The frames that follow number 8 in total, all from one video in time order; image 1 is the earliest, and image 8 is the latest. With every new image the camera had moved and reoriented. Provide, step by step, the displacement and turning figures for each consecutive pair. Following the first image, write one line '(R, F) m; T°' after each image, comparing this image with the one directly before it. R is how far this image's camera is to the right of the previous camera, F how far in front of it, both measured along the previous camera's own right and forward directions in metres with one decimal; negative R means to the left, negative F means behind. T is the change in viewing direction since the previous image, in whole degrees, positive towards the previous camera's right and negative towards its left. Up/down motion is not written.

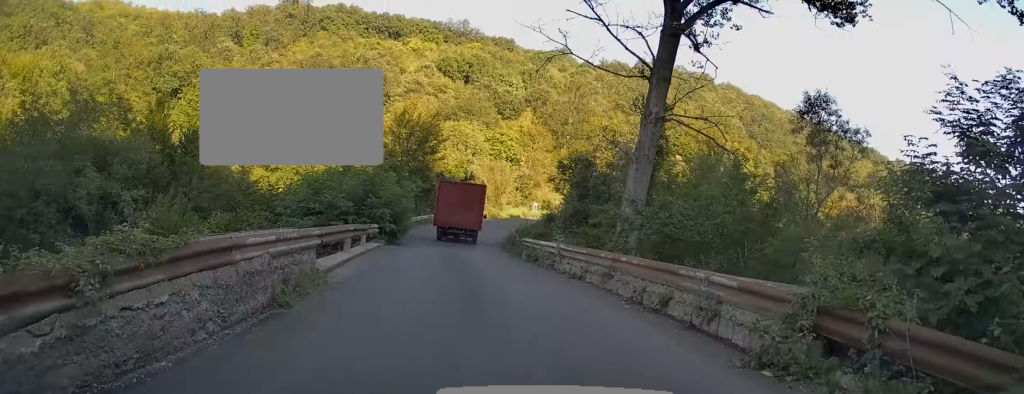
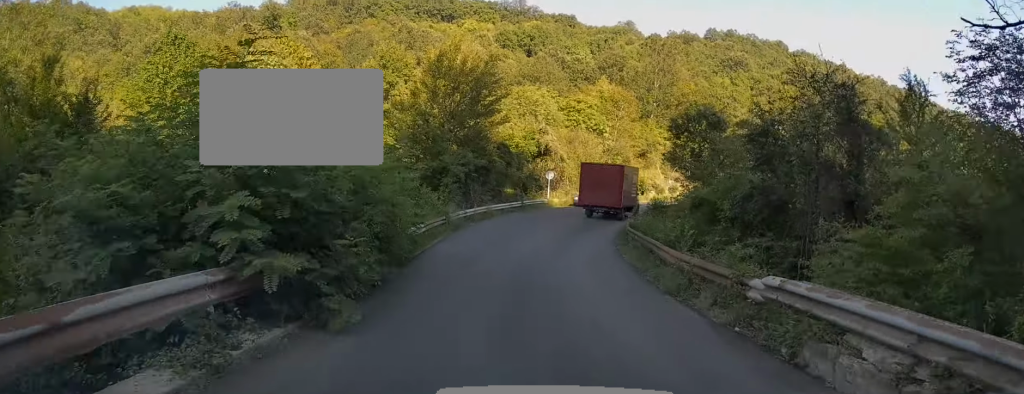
(-2.9, +14.7) m; -14°
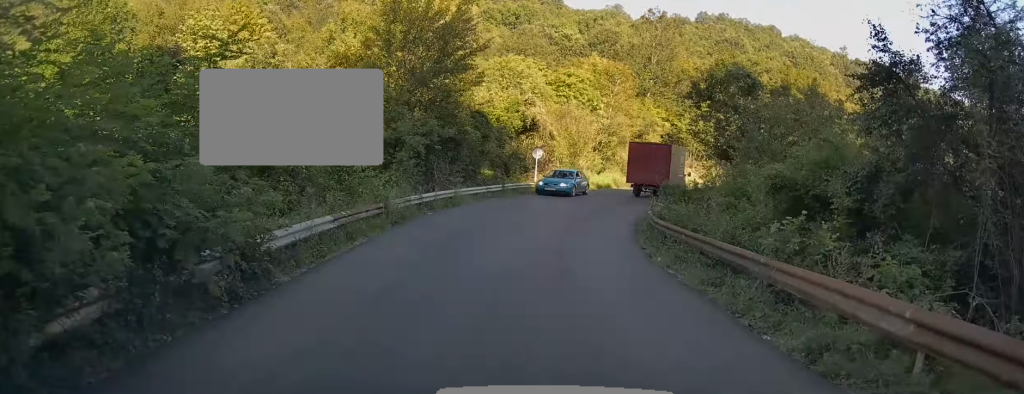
(0.0, +7.6) m; +3°
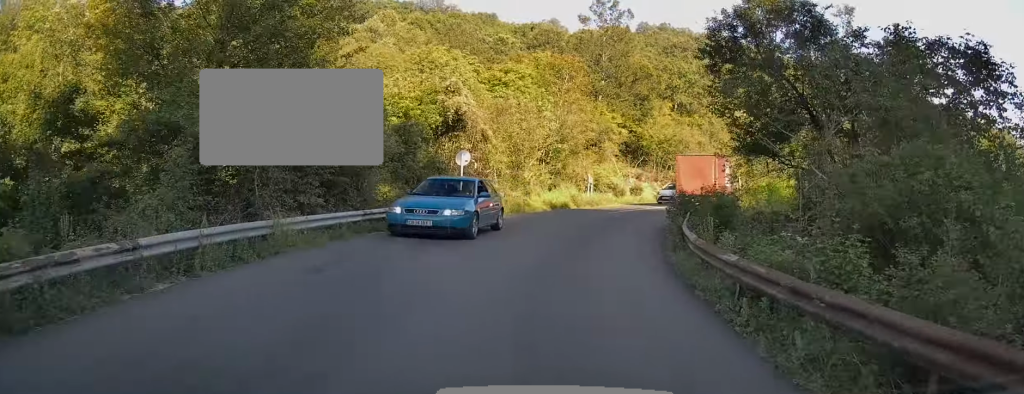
(+0.5, +11.8) m; +7°
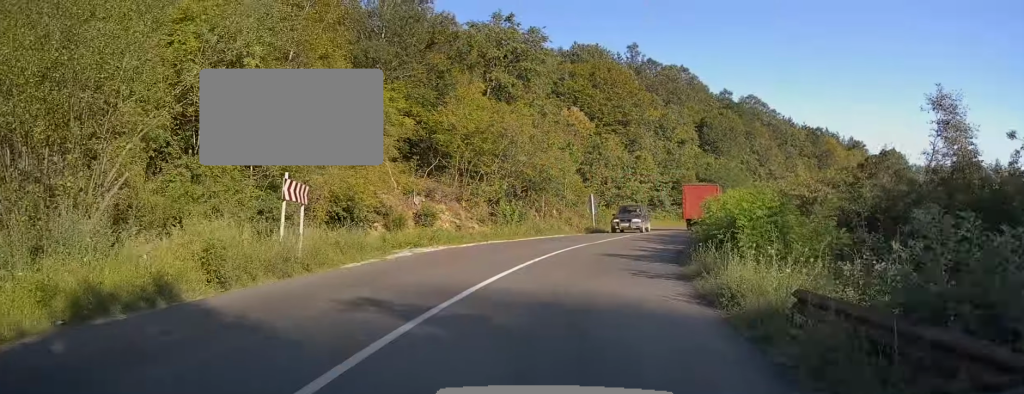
(+4.2, +24.1) m; +21°
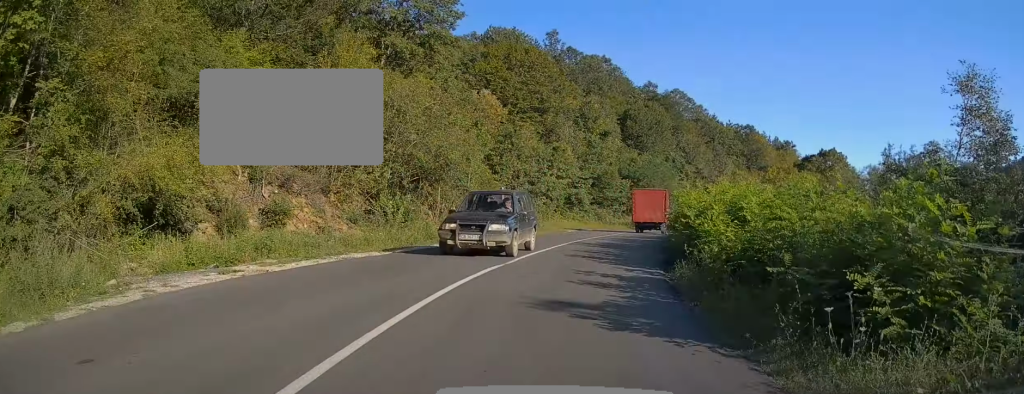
(+0.6, +9.1) m; +7°
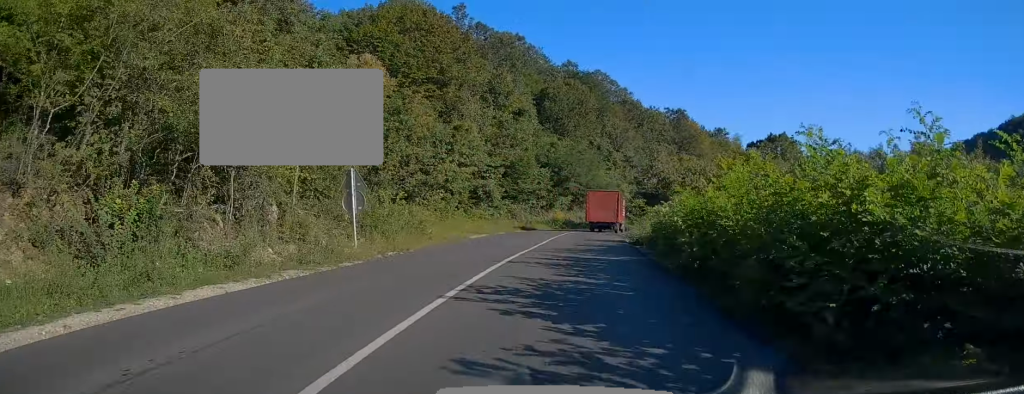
(+1.0, +13.9) m; +7°
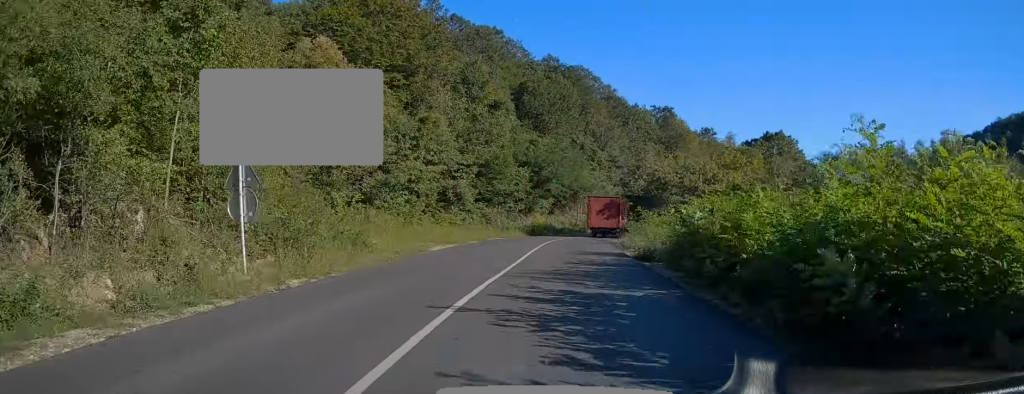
(+0.1, +6.3) m; +2°
